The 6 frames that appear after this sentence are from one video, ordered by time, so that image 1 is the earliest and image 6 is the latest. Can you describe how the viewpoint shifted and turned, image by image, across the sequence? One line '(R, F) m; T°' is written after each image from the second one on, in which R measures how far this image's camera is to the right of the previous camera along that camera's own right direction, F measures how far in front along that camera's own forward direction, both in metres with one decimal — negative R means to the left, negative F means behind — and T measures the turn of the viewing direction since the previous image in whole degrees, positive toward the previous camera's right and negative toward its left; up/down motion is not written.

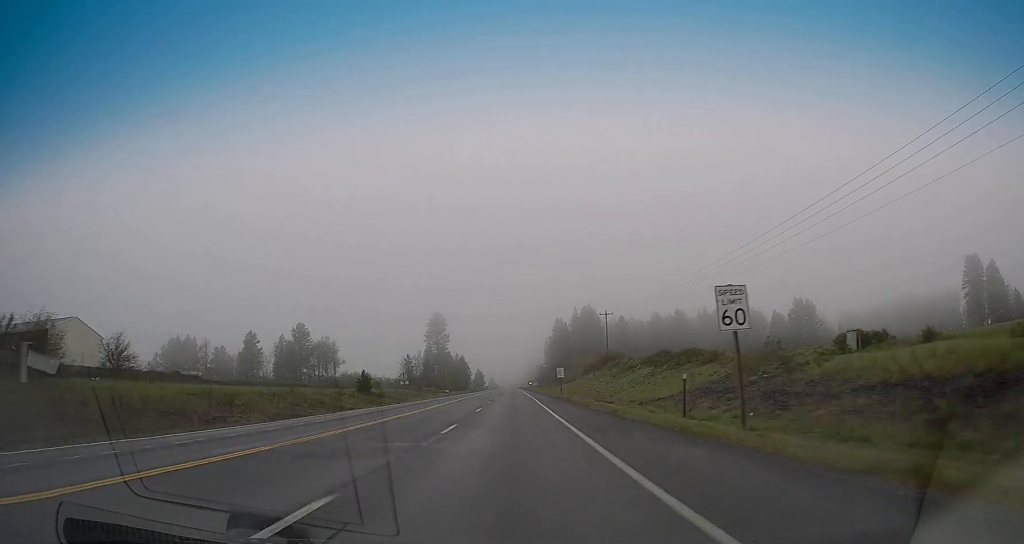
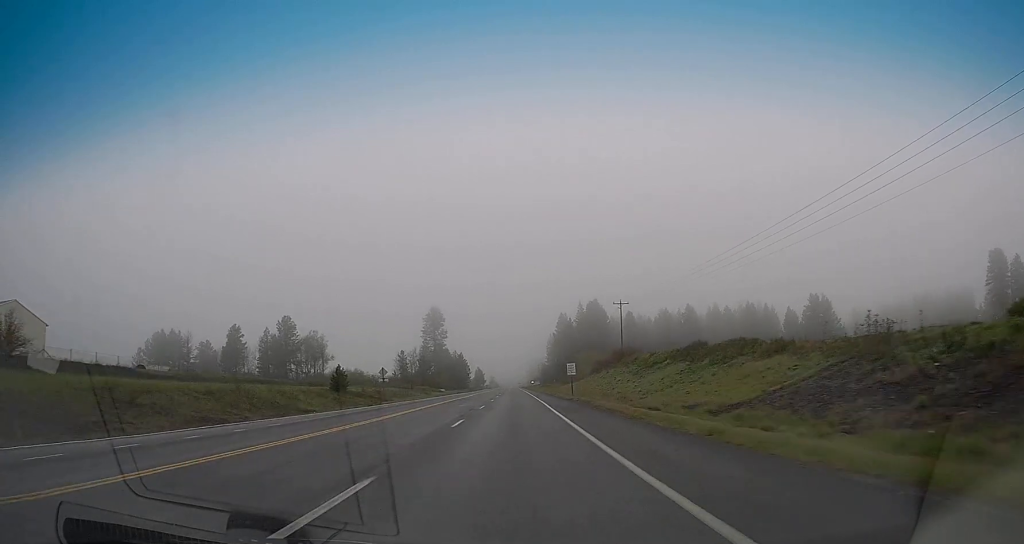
(-0.4, +13.5) m; 0°
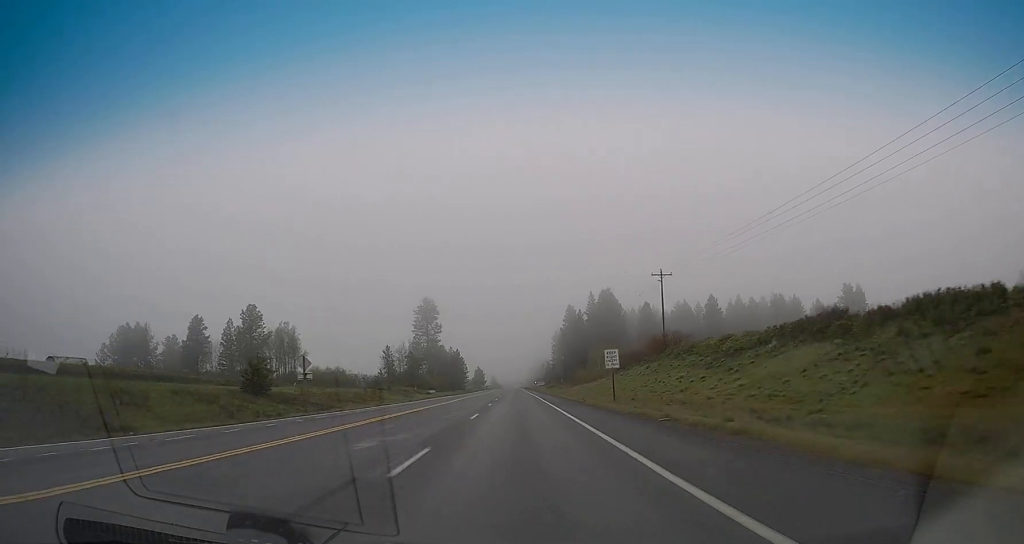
(-0.1, +25.9) m; +1°
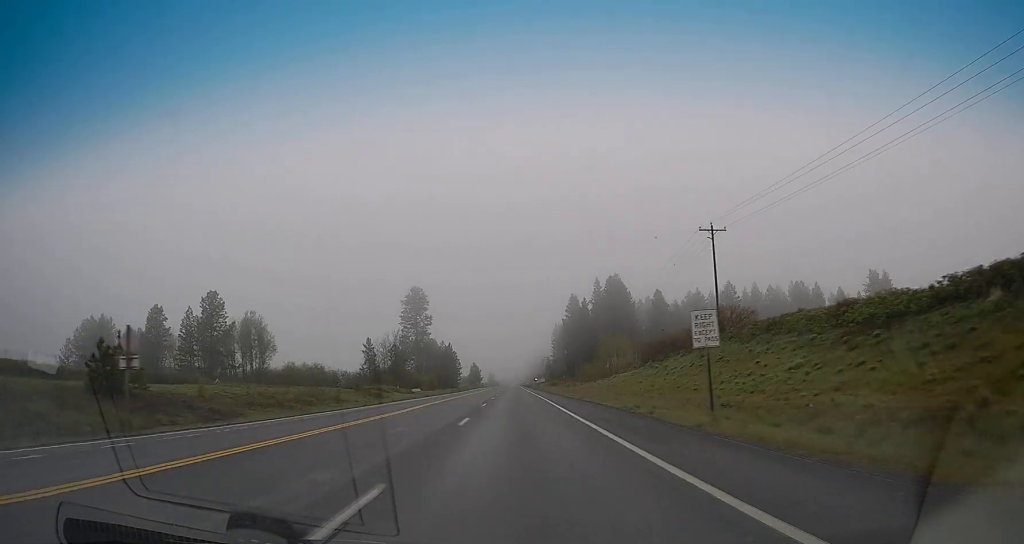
(+0.4, +20.2) m; +1°
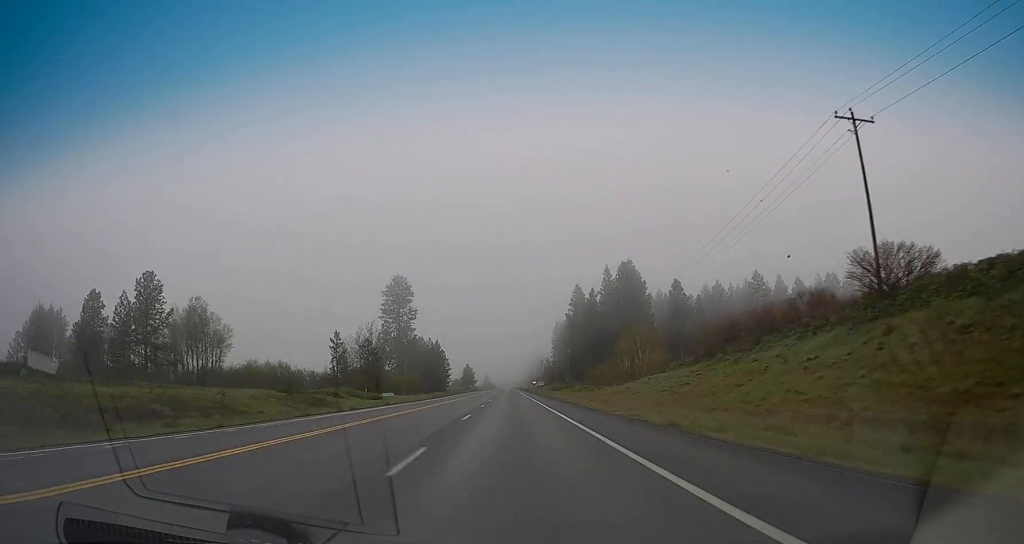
(0.0, +25.5) m; 0°
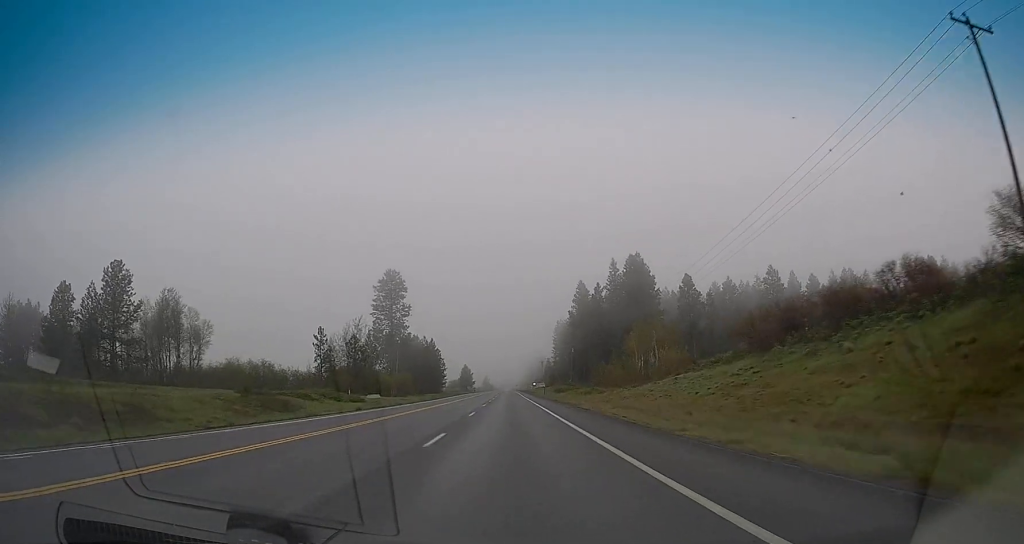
(0.0, +10.5) m; 0°
